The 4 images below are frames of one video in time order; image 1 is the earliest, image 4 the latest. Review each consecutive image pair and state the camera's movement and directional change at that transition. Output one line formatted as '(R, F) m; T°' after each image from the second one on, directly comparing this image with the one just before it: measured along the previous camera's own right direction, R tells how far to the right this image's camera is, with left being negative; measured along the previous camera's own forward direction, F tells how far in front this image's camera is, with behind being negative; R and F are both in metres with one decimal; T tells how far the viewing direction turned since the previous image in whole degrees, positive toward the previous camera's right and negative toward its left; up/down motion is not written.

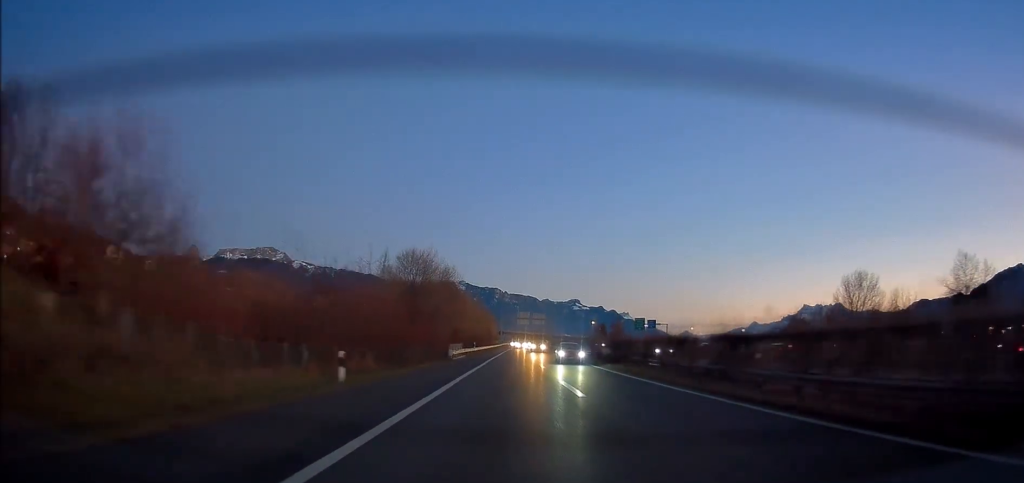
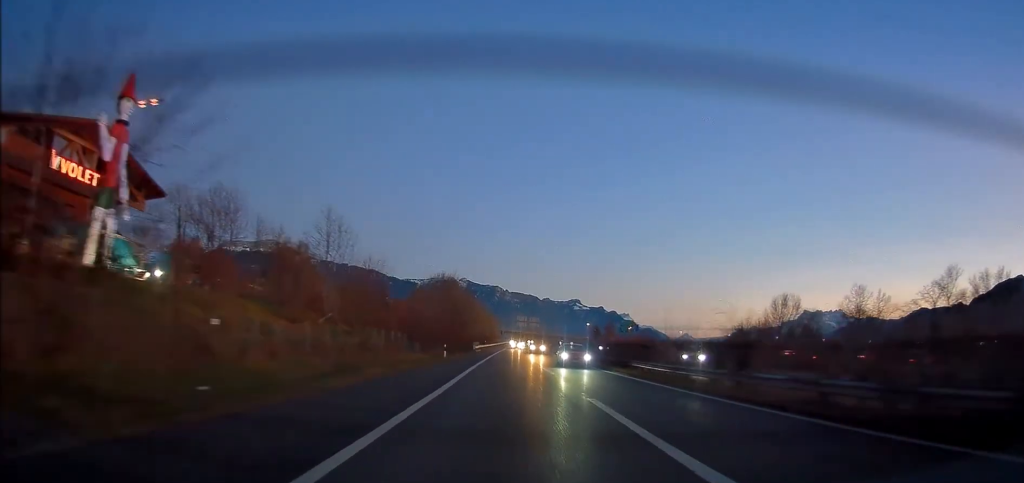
(+0.2, +29.5) m; 0°
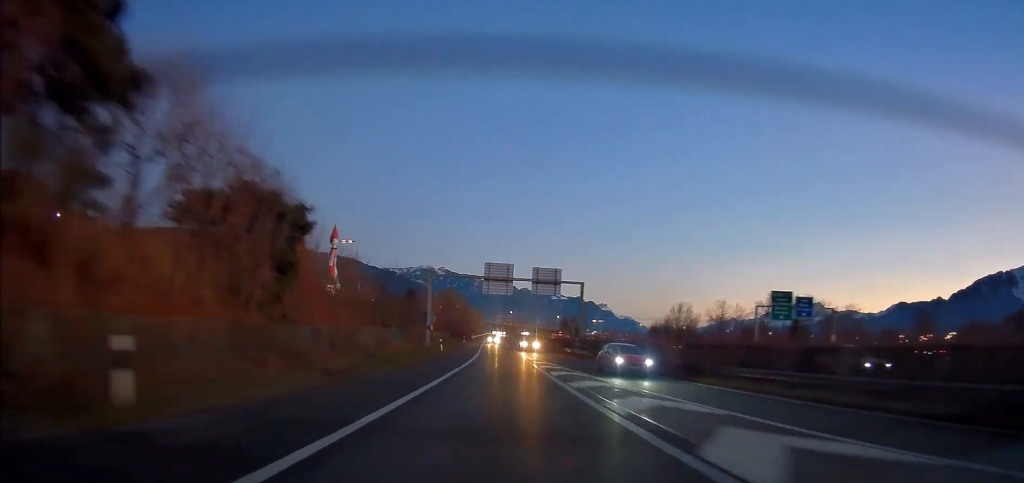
(-0.7, +59.3) m; +1°
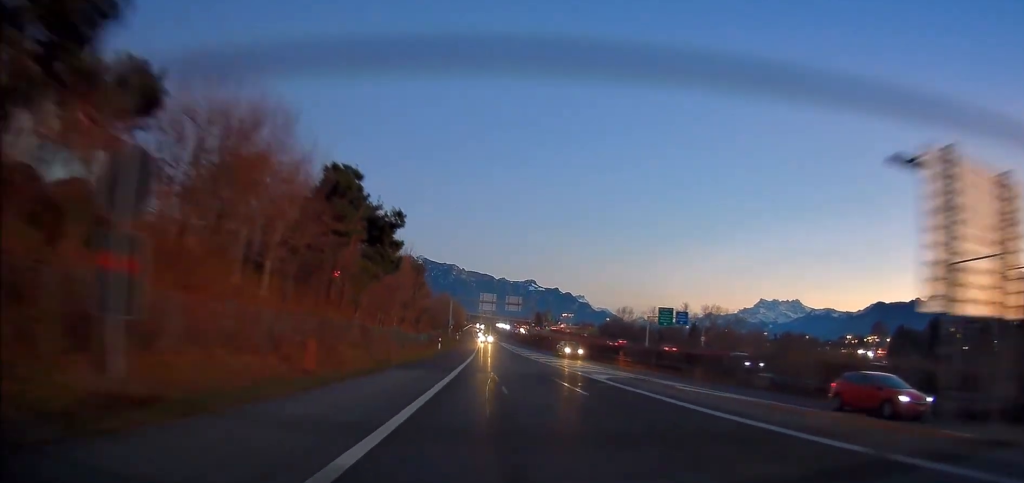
(+0.8, +50.3) m; +2°
